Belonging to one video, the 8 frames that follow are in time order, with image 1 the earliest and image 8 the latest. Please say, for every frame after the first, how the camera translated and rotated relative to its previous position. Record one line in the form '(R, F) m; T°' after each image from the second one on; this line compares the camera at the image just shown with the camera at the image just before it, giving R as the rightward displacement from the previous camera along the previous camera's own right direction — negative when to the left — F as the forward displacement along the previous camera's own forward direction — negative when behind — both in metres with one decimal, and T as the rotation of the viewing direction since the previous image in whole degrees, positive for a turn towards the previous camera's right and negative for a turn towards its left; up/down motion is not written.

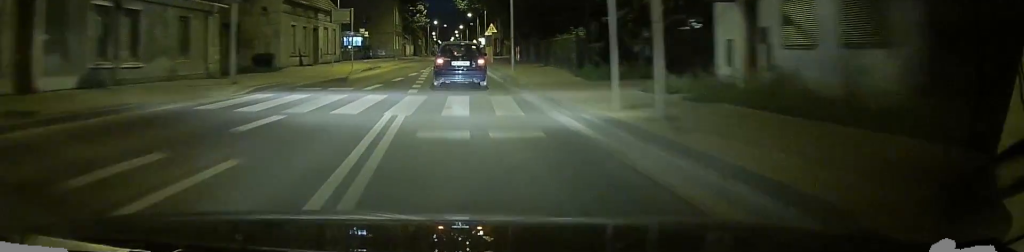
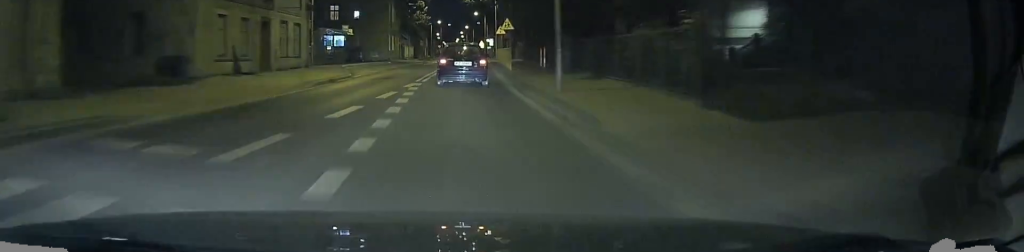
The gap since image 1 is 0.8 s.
(-0.1, +10.8) m; 0°
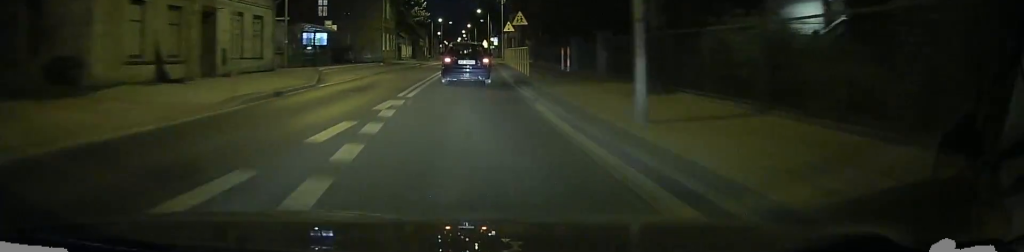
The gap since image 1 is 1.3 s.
(0.0, +6.6) m; 0°
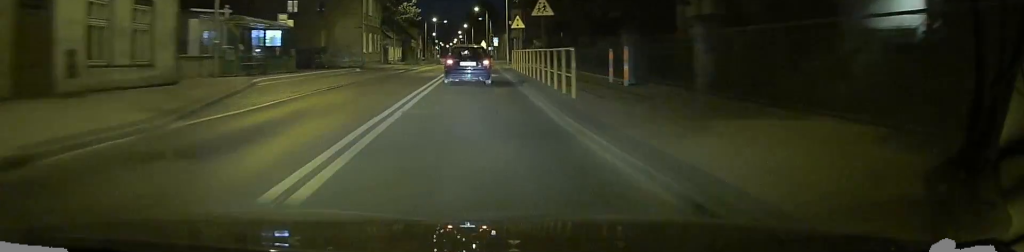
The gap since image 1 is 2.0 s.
(+0.1, +9.5) m; +1°
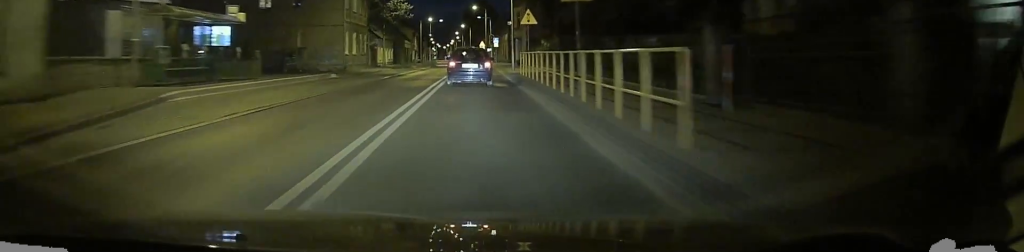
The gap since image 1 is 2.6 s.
(0.0, +7.0) m; 0°
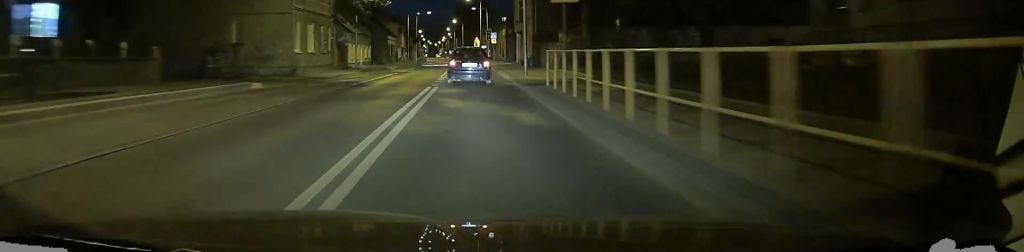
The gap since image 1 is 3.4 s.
(0.0, +11.1) m; +1°
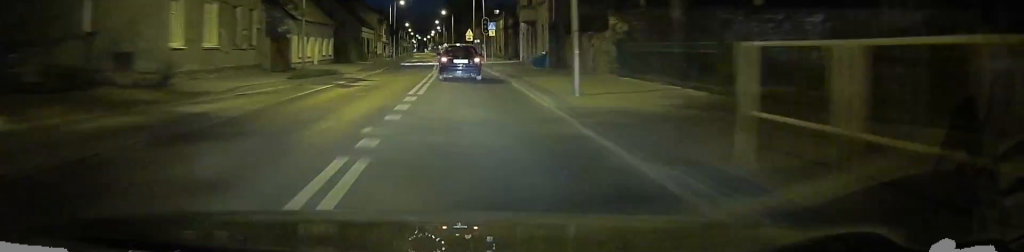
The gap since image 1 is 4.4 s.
(0.0, +13.3) m; +2°
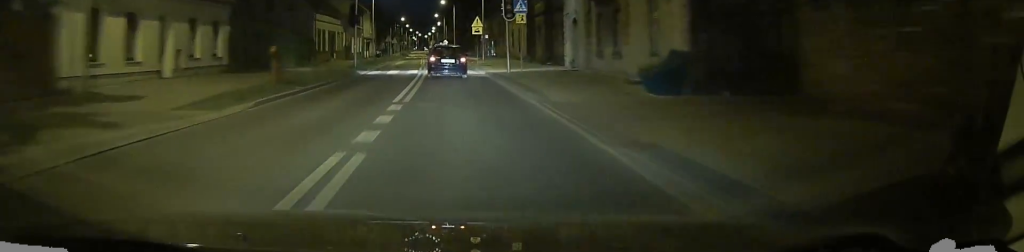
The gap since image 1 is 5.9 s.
(+0.3, +20.7) m; 0°
